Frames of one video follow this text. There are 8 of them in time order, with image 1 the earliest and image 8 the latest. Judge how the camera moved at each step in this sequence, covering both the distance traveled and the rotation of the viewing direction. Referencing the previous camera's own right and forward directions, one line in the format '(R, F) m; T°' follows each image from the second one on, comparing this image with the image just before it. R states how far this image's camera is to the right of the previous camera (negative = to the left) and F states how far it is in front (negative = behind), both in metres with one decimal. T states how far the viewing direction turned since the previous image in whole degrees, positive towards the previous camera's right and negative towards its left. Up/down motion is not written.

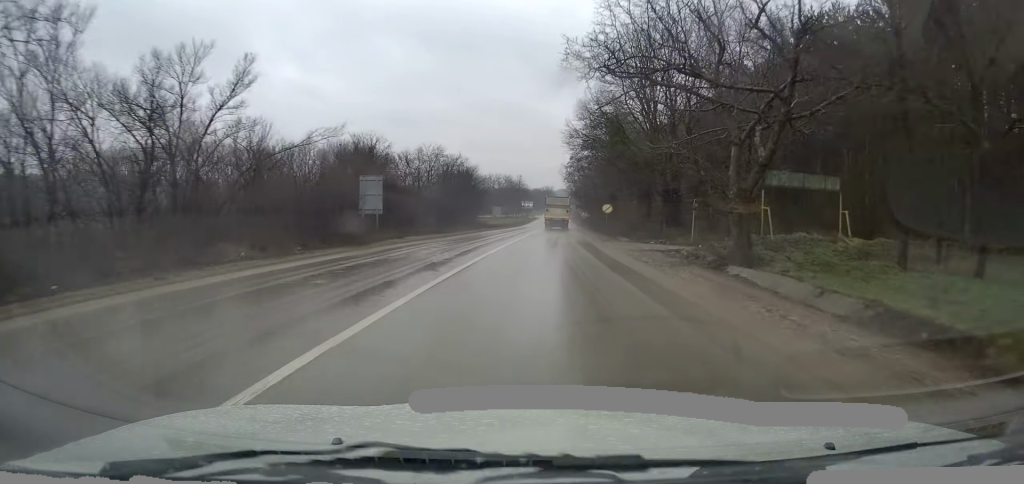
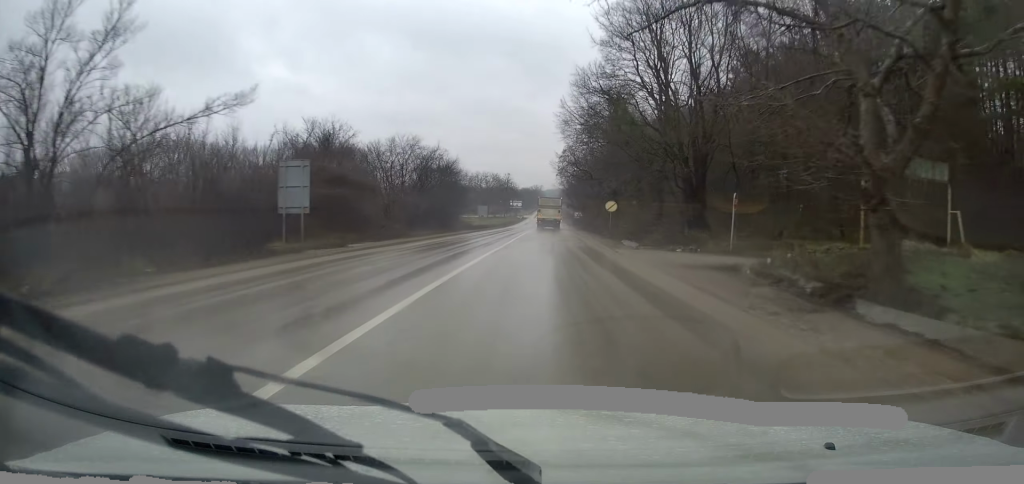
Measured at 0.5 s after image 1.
(-0.1, +8.0) m; 0°
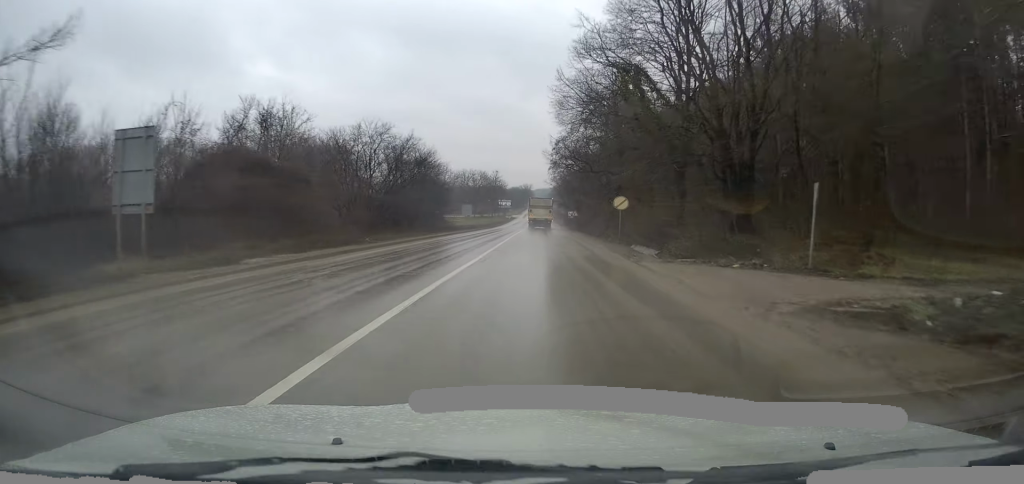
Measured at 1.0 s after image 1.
(-0.2, +8.1) m; 0°
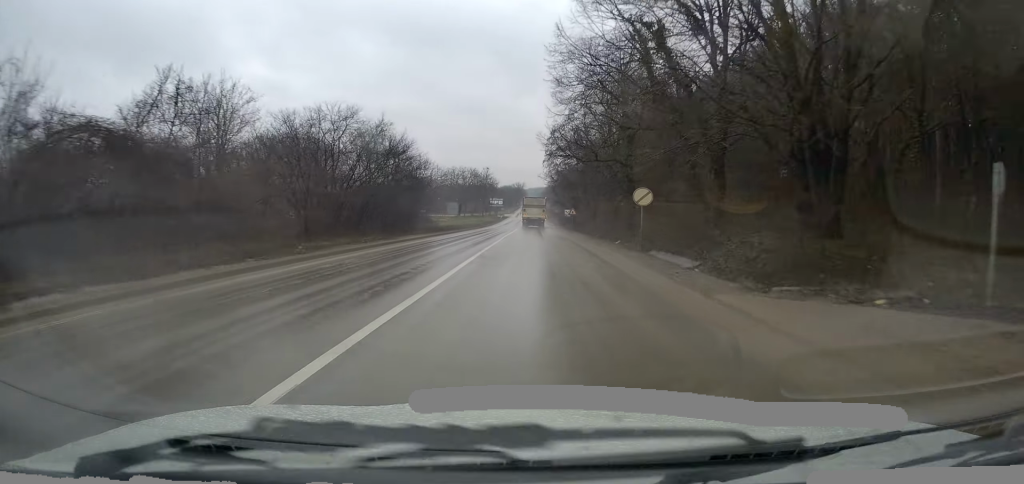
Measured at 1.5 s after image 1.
(+0.2, +7.7) m; +1°
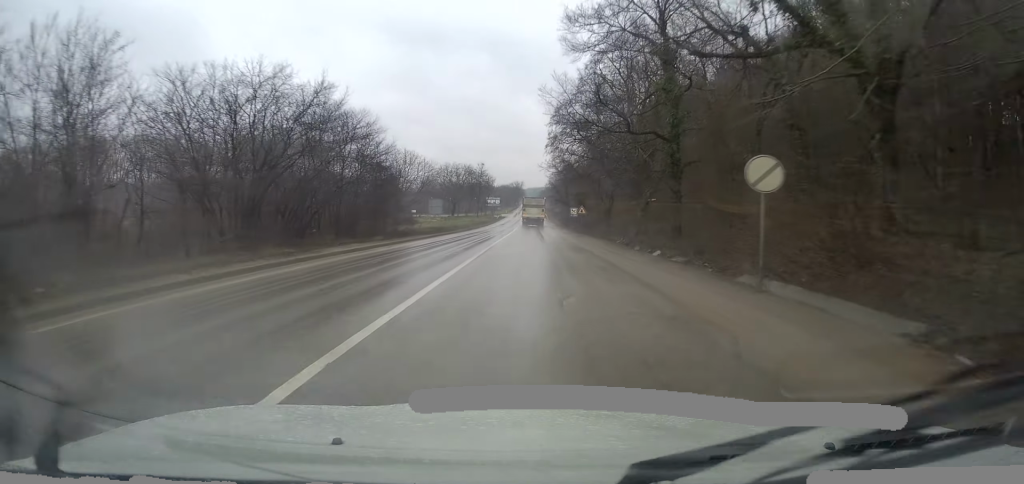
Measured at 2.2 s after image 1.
(+0.2, +12.1) m; +1°
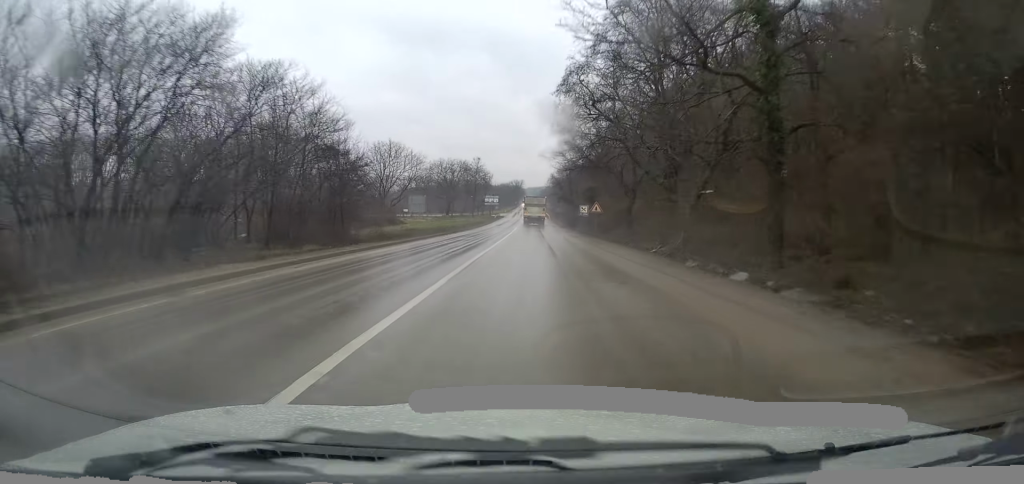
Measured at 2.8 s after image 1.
(0.0, +10.5) m; 0°
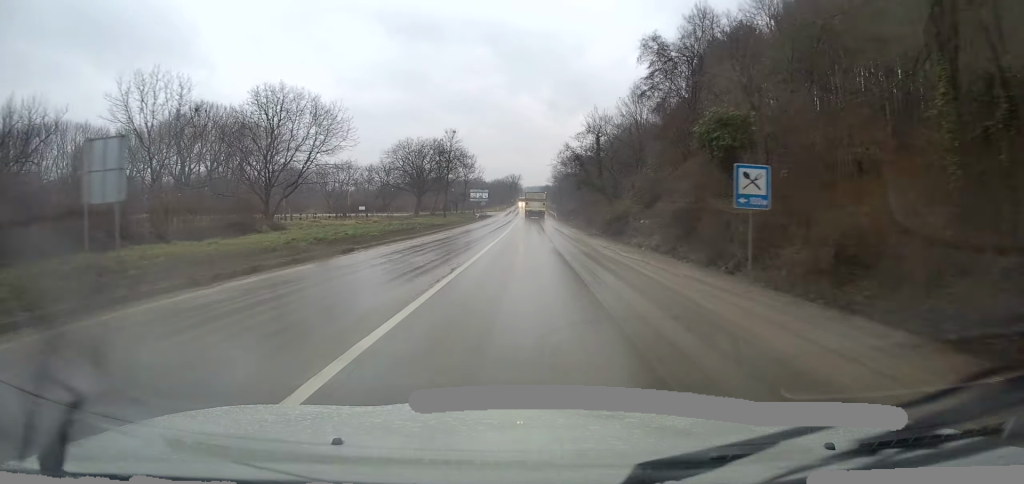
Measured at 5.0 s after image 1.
(+0.4, +36.9) m; 0°
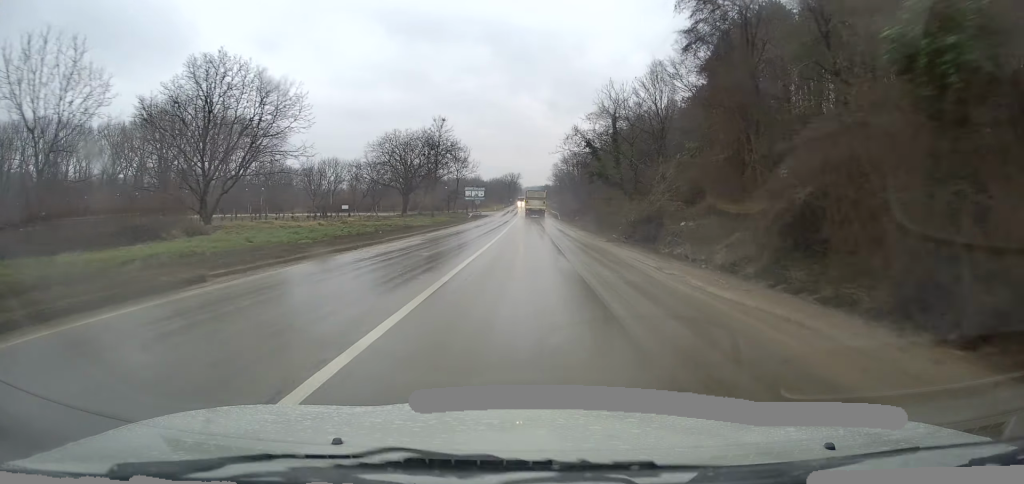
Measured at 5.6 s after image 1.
(-0.2, +10.0) m; -1°
